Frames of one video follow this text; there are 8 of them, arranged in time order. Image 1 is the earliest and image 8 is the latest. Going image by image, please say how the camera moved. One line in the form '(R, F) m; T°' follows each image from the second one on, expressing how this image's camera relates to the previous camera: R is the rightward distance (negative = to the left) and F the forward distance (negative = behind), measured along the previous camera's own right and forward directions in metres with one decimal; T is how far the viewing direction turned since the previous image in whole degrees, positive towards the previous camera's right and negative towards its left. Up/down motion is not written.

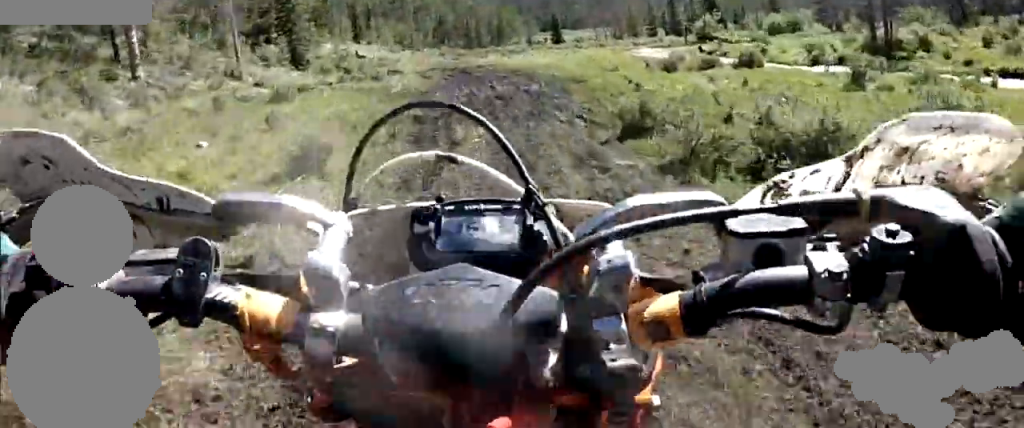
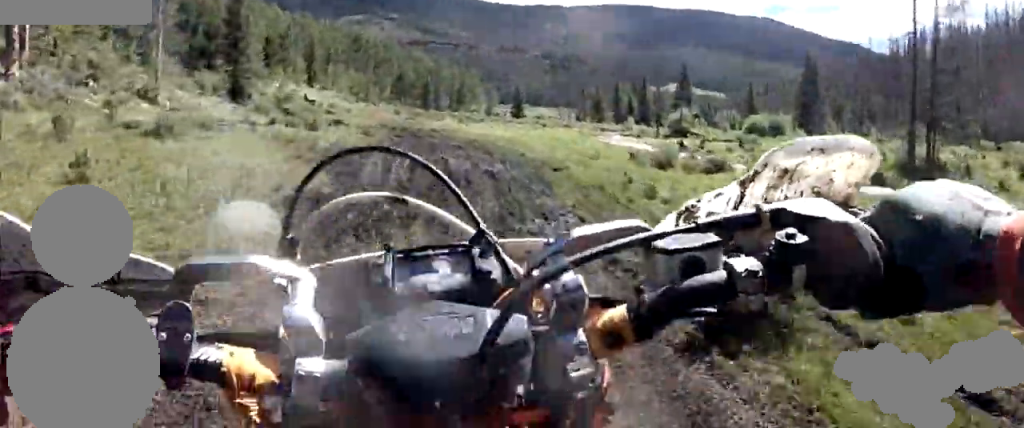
(-0.1, +3.4) m; -2°
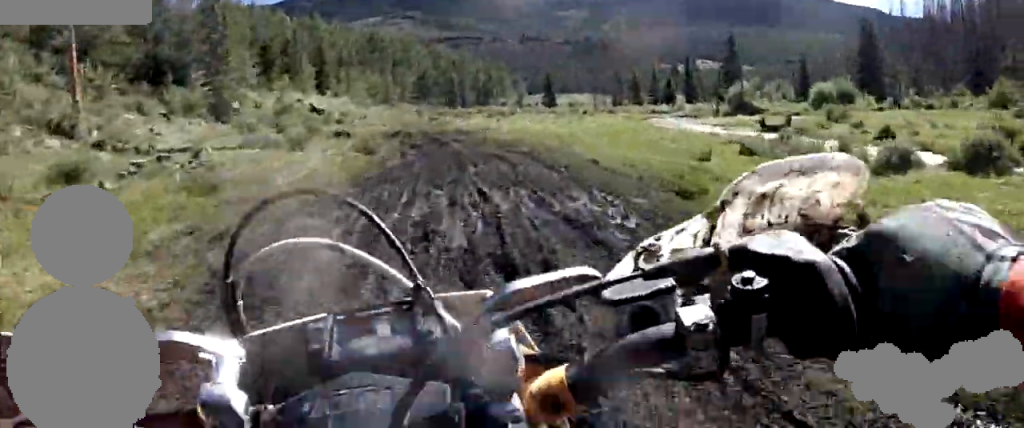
(0.0, +5.1) m; 0°
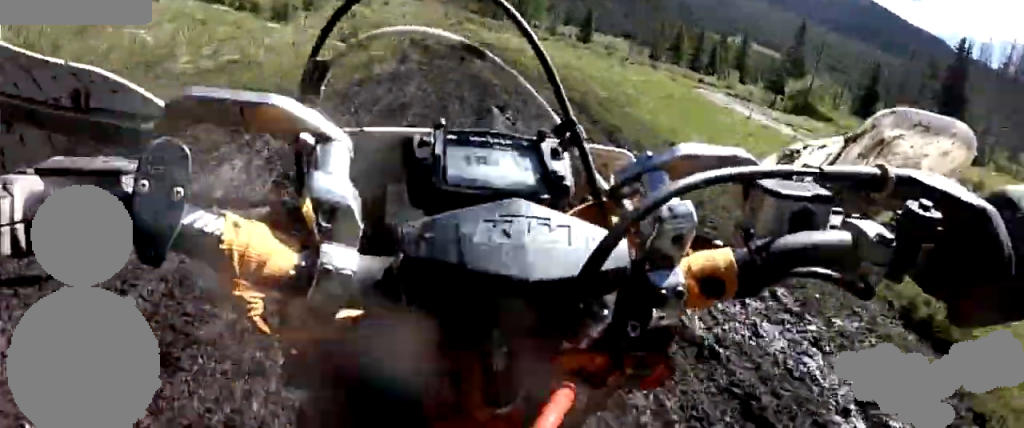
(0.0, +3.7) m; 0°
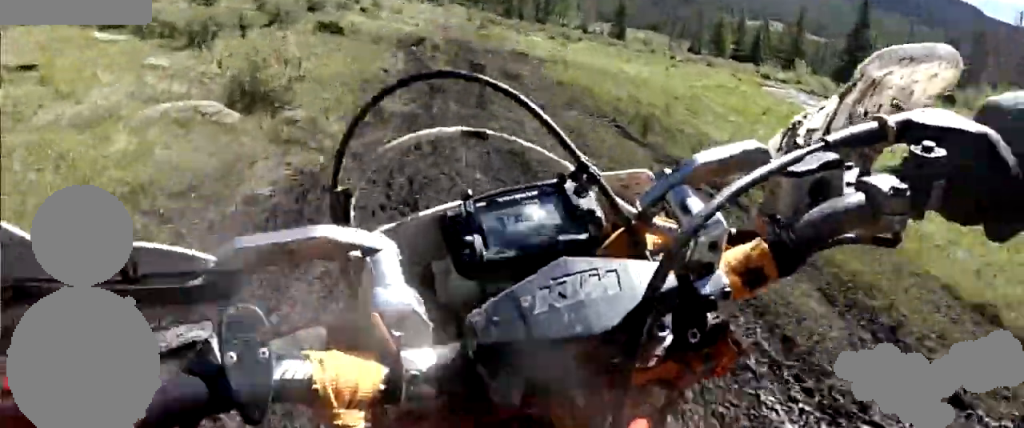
(0.0, +5.1) m; 0°
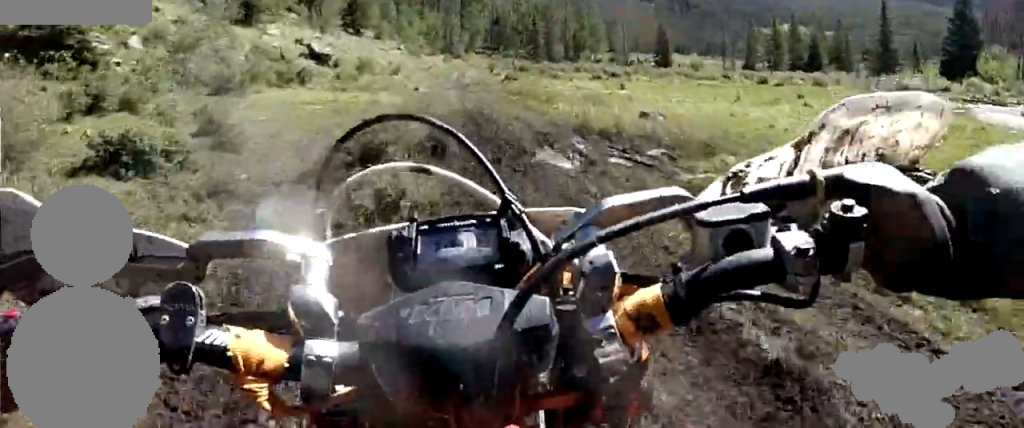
(+0.2, +11.8) m; +2°
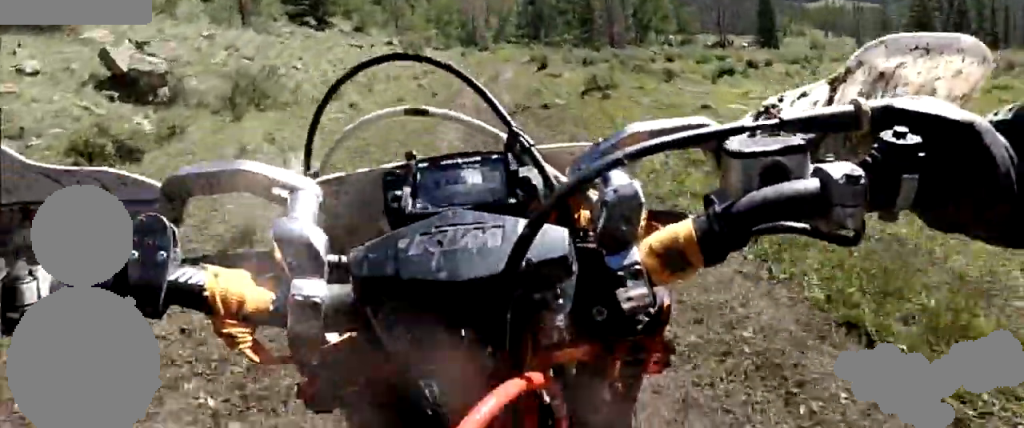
(+0.3, +18.9) m; +1°
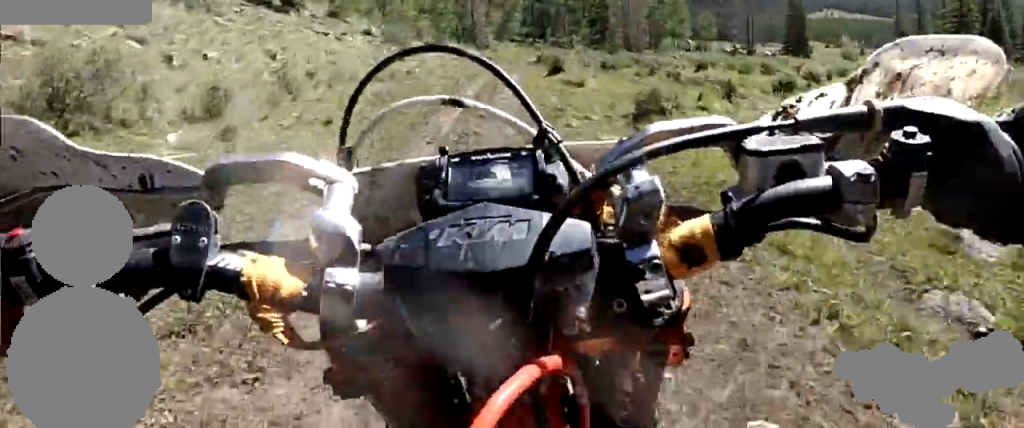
(0.0, +4.8) m; 0°
